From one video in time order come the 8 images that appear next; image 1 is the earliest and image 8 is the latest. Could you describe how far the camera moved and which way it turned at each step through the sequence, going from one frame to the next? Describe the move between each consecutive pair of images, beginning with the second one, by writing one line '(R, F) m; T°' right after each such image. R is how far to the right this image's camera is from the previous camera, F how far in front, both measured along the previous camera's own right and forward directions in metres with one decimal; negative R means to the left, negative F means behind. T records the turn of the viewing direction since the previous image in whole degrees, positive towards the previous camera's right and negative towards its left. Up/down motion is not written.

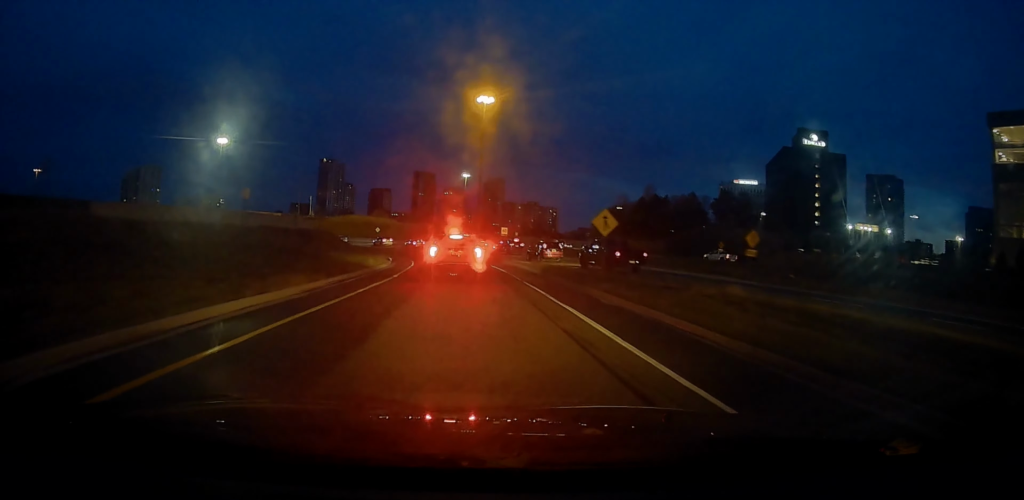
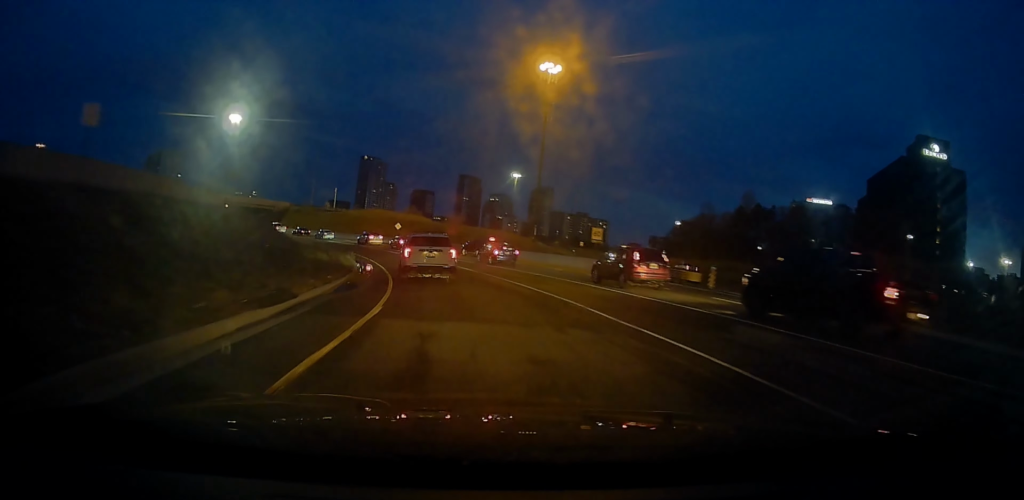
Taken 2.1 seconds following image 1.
(-1.6, +34.9) m; -4°
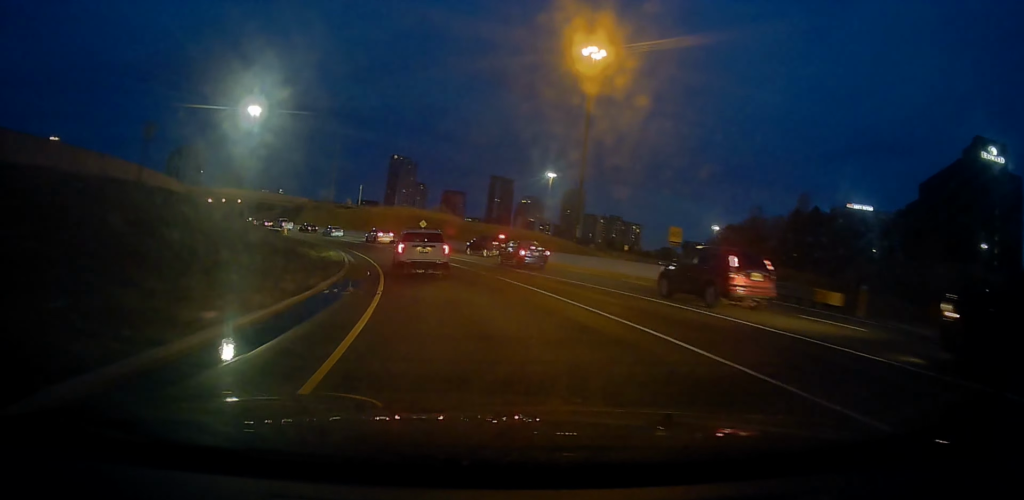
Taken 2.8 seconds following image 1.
(-0.1, +11.0) m; -3°
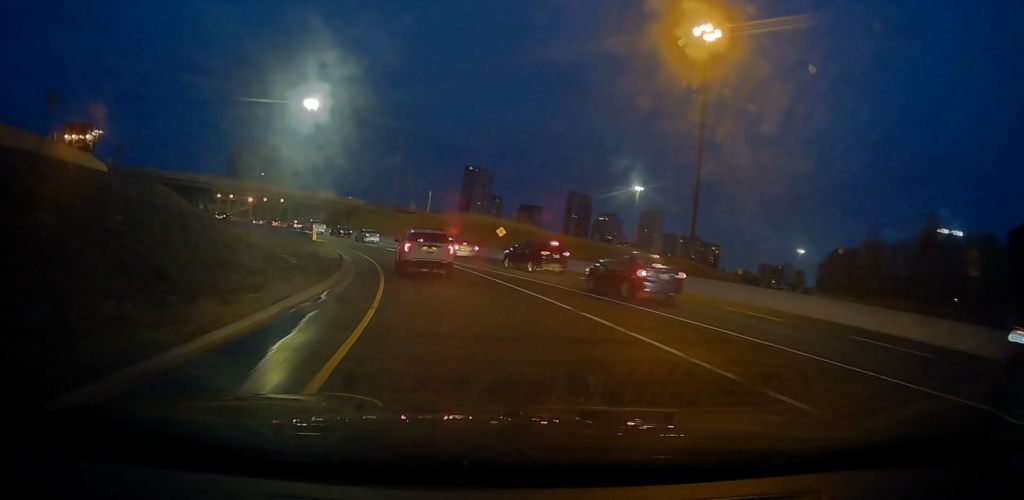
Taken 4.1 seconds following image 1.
(-1.2, +19.4) m; -9°
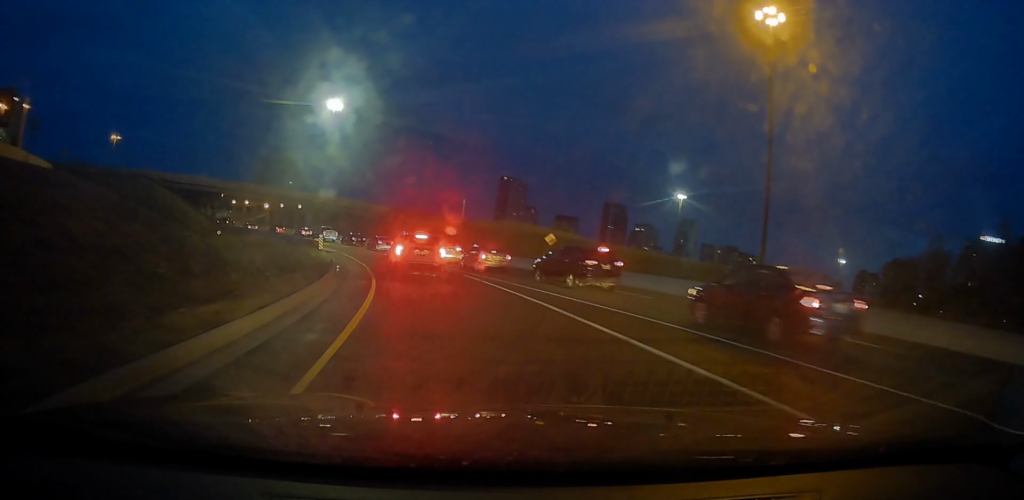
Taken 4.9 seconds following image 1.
(-0.5, +10.5) m; -5°
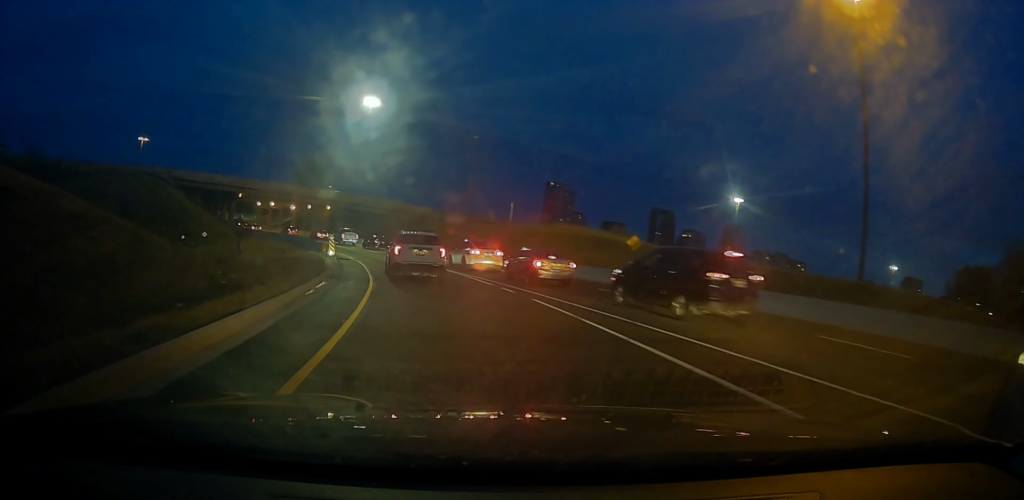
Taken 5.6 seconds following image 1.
(-0.5, +11.0) m; -5°
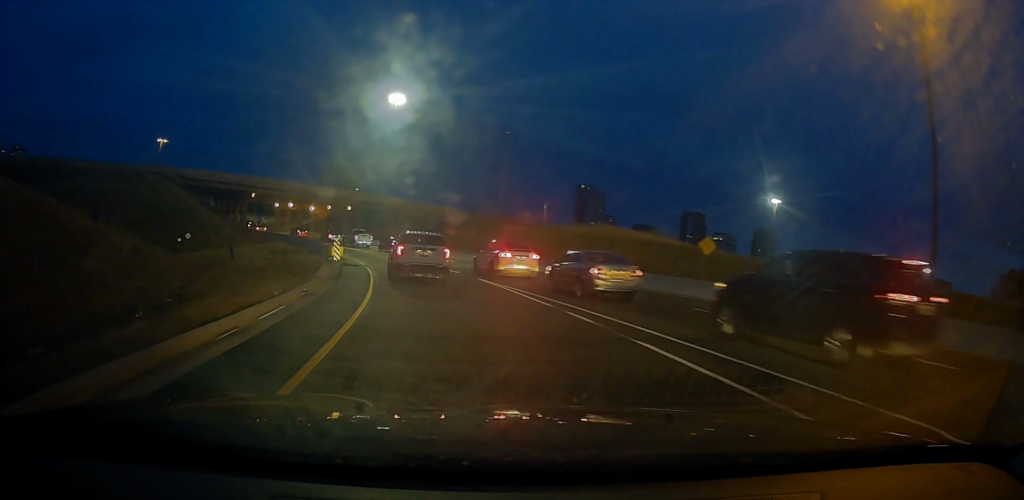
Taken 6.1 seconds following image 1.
(-0.2, +6.7) m; -3°
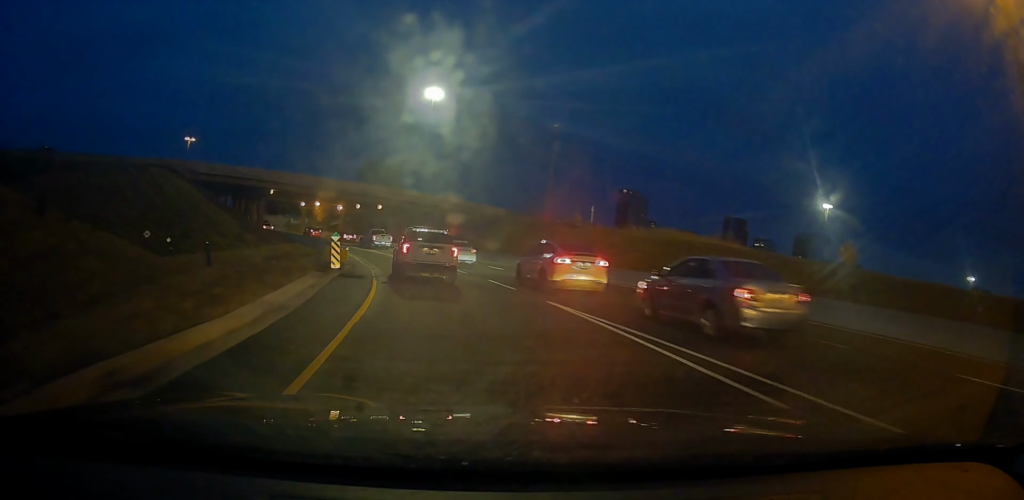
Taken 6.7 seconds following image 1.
(-0.3, +8.7) m; -4°
